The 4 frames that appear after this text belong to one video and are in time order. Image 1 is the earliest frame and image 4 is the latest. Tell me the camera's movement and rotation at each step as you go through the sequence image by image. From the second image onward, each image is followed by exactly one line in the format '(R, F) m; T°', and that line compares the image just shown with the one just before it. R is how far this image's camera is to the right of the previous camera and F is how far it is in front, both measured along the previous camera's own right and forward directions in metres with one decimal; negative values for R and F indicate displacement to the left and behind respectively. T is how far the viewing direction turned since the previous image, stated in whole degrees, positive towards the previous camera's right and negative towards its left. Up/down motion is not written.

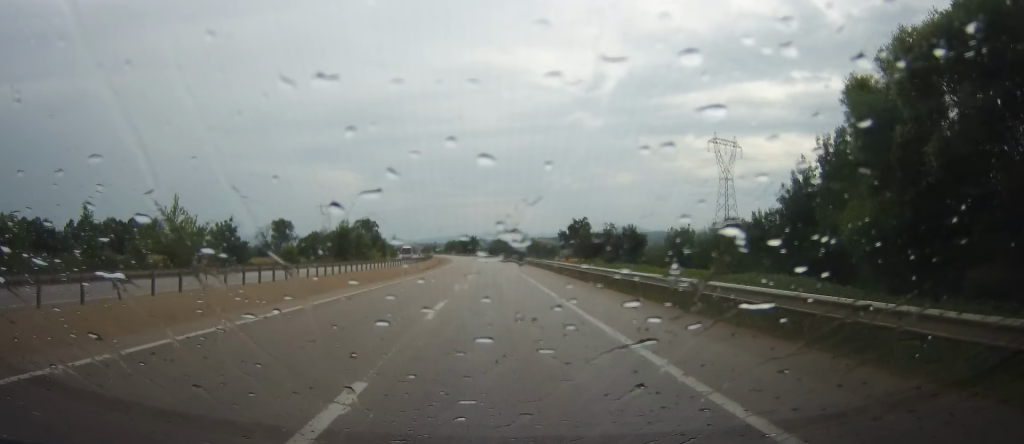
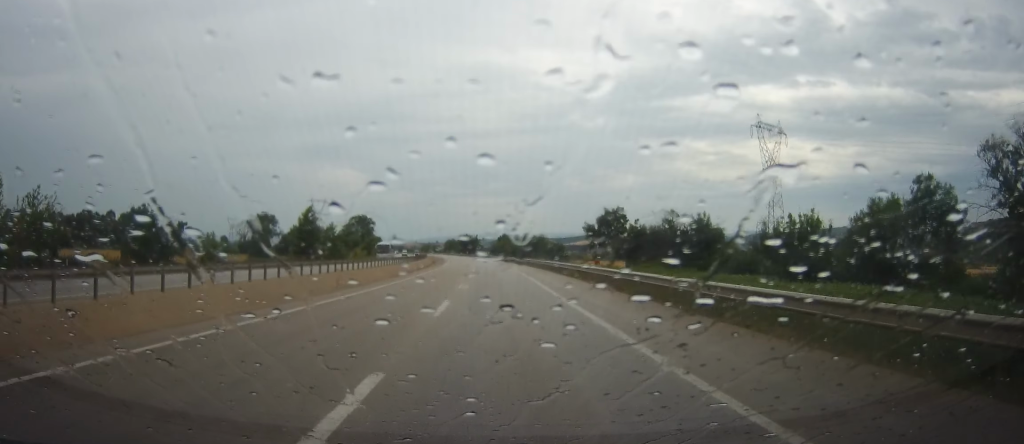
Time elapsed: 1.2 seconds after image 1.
(-0.2, +22.9) m; 0°
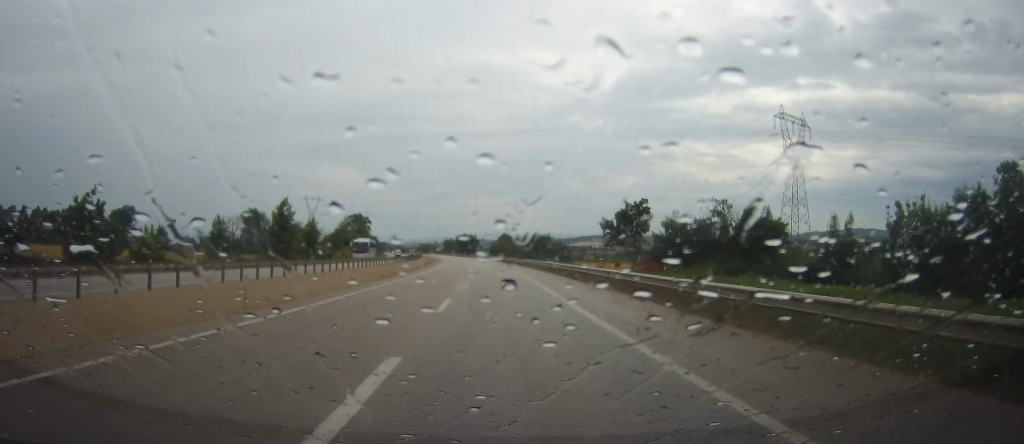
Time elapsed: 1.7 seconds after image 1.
(0.0, +11.0) m; 0°
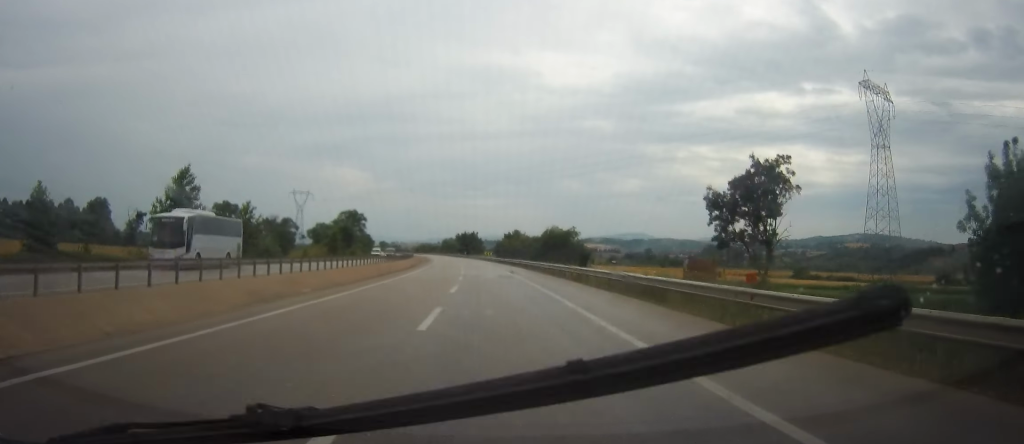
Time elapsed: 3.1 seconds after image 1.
(-0.2, +27.1) m; -1°
